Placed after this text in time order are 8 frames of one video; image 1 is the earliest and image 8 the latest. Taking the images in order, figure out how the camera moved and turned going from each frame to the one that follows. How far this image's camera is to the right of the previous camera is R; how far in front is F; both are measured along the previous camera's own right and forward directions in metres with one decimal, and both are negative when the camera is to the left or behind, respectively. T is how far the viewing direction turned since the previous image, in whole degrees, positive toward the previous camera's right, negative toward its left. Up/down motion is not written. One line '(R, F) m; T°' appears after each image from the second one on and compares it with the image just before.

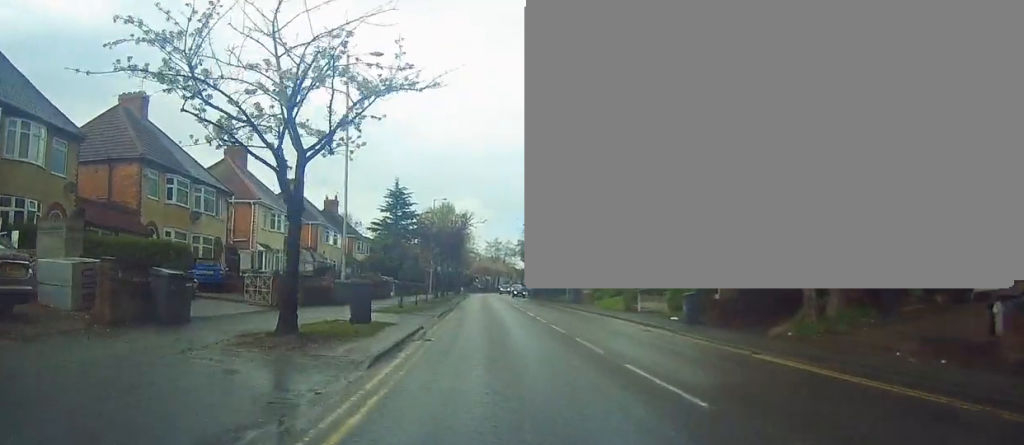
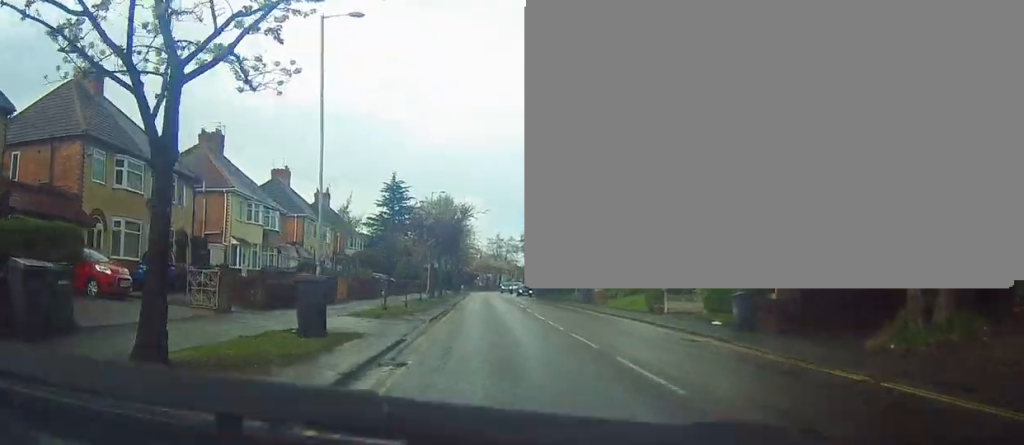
(0.0, +4.9) m; -1°
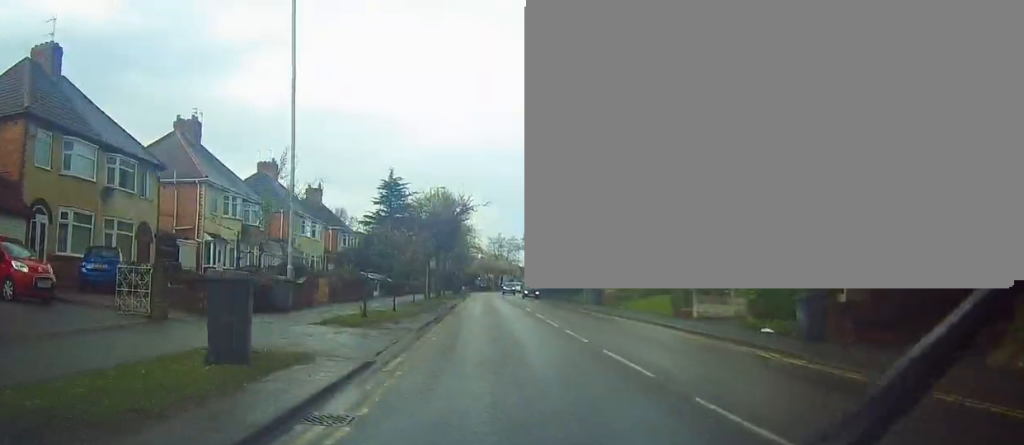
(0.0, +4.0) m; 0°
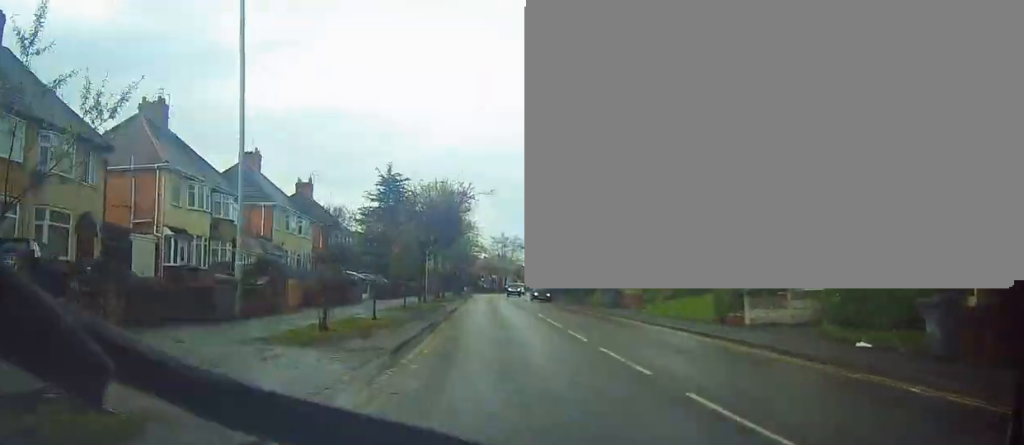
(0.0, +4.9) m; 0°
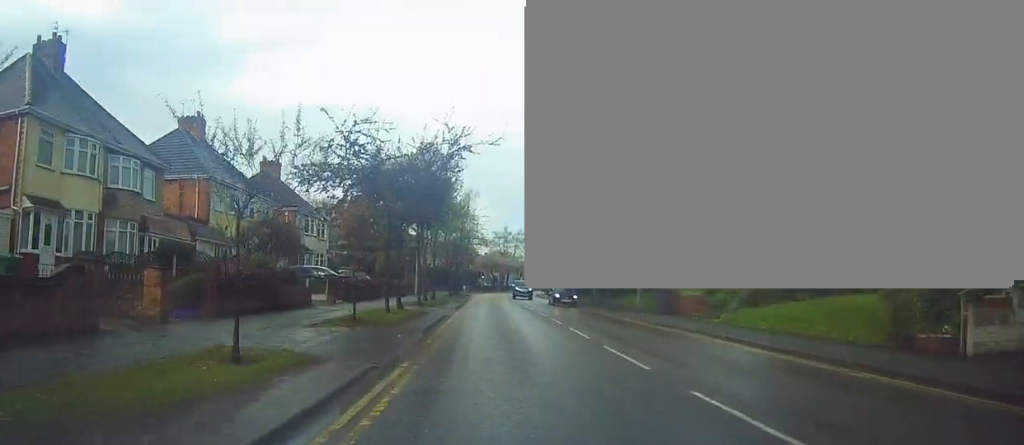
(0.0, +10.8) m; +1°
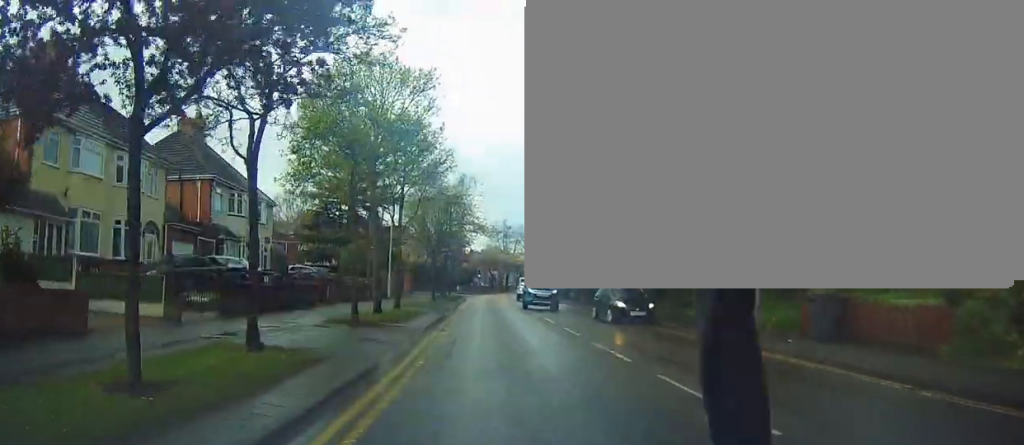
(+0.3, +15.5) m; -1°
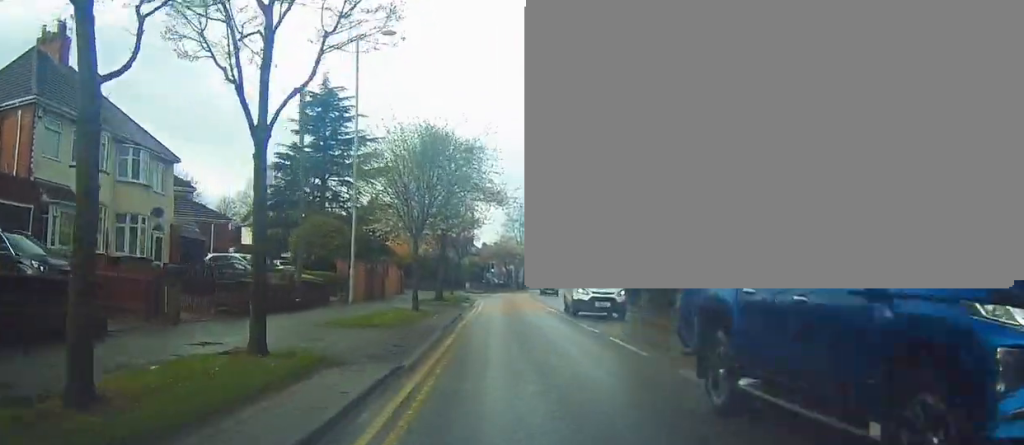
(-0.1, +16.8) m; +1°
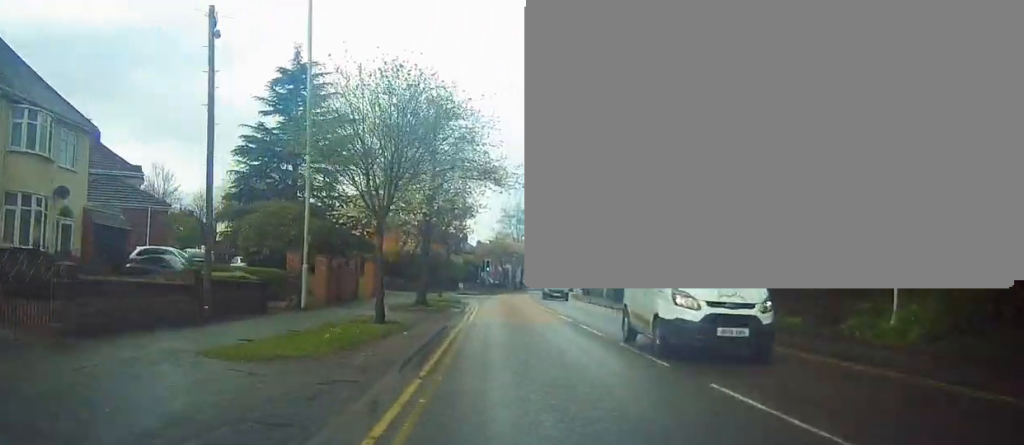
(0.0, +6.9) m; 0°
